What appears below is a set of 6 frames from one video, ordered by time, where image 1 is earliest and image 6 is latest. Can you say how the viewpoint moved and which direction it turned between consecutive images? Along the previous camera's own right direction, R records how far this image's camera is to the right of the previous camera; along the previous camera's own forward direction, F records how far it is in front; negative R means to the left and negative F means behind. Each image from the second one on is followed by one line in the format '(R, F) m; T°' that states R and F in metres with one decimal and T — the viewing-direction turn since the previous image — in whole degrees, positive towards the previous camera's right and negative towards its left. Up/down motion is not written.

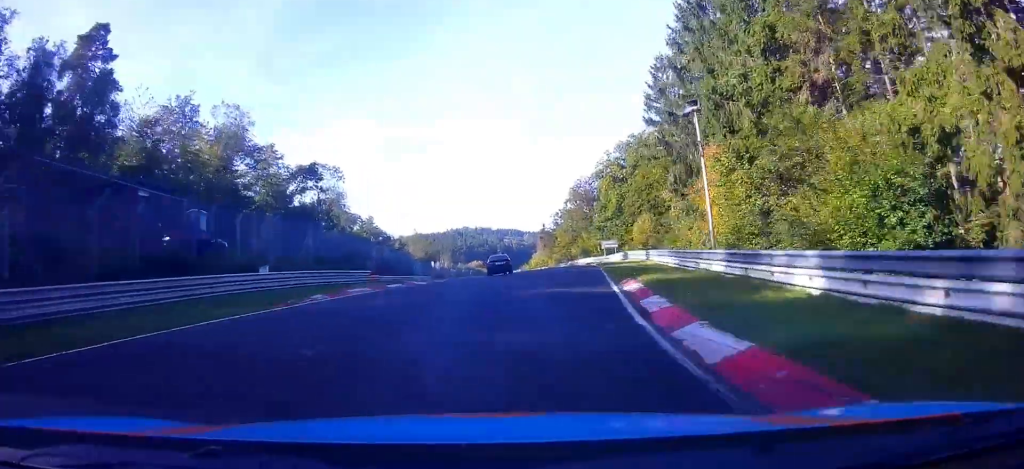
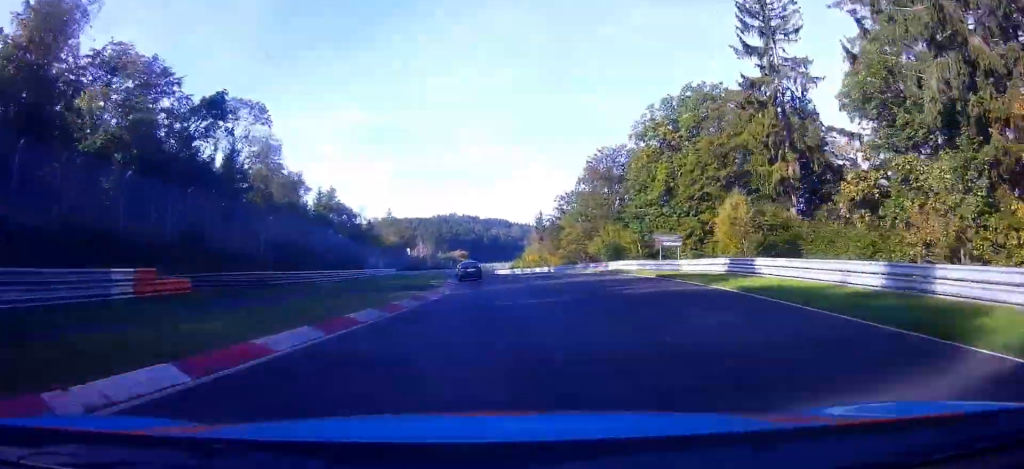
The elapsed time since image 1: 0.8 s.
(+2.1, +27.7) m; +7°
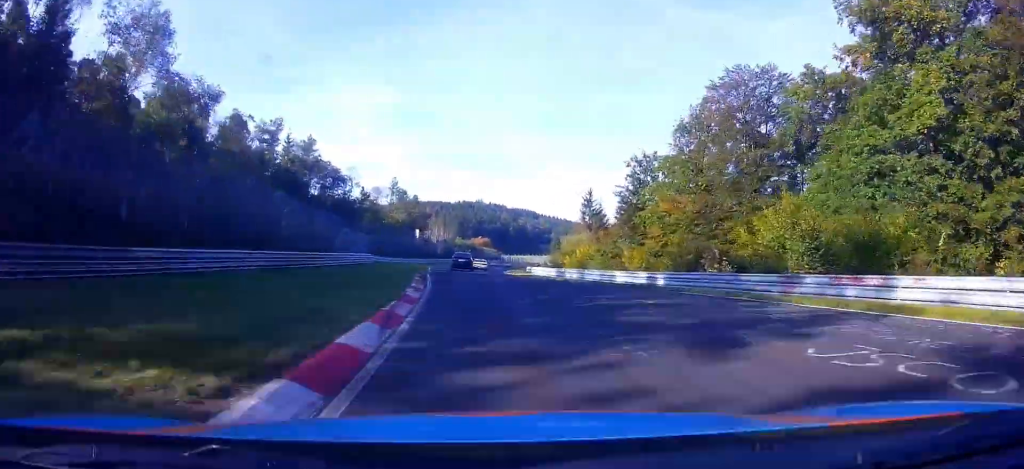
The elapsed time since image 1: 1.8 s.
(+2.5, +33.4) m; +4°
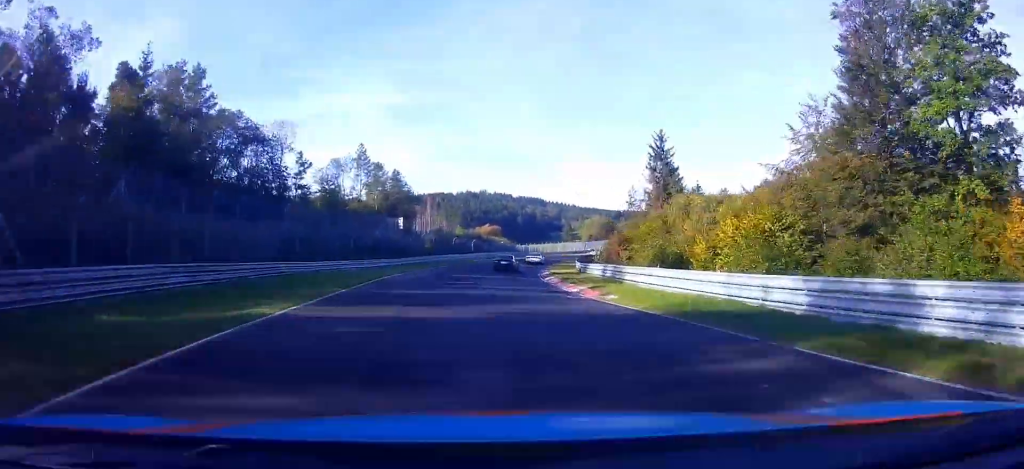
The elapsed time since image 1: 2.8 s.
(+0.2, +37.6) m; 0°
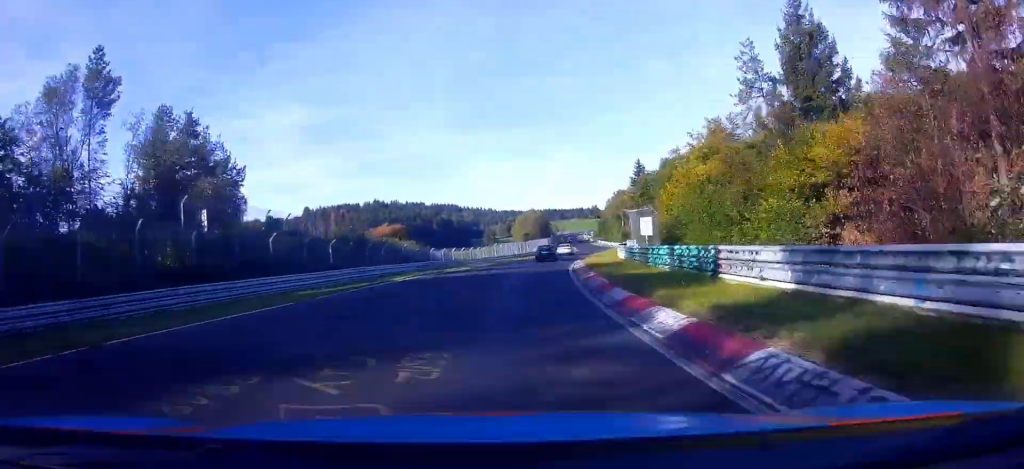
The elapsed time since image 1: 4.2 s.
(+0.8, +51.3) m; +3°
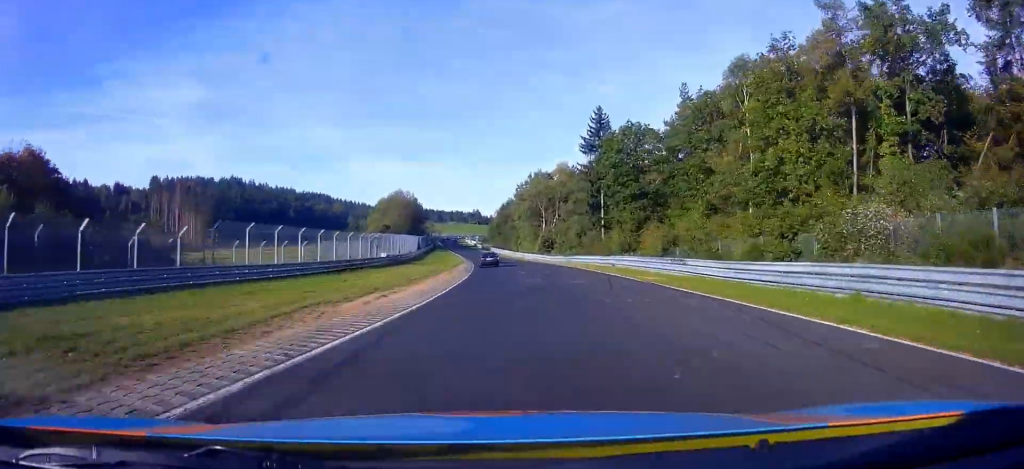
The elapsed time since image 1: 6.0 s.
(+3.3, +66.5) m; +6°
